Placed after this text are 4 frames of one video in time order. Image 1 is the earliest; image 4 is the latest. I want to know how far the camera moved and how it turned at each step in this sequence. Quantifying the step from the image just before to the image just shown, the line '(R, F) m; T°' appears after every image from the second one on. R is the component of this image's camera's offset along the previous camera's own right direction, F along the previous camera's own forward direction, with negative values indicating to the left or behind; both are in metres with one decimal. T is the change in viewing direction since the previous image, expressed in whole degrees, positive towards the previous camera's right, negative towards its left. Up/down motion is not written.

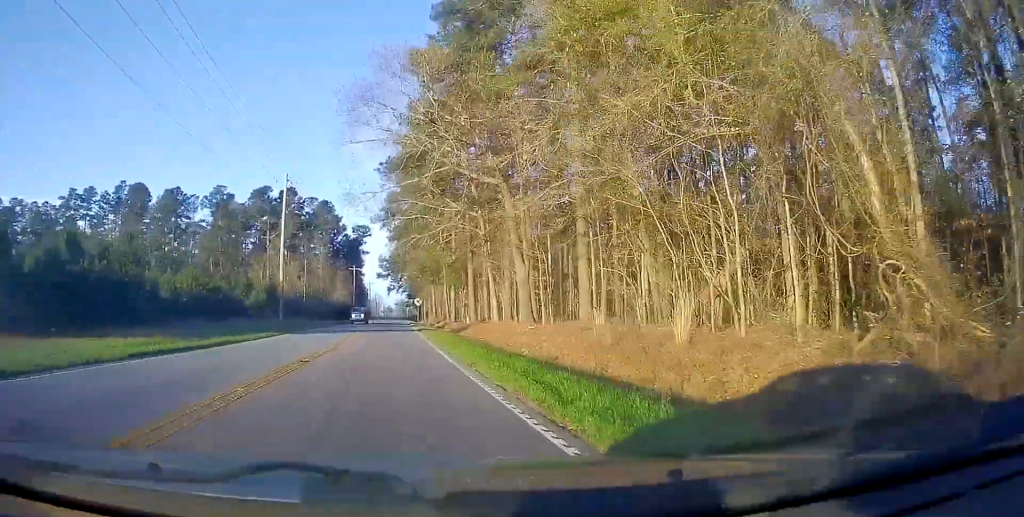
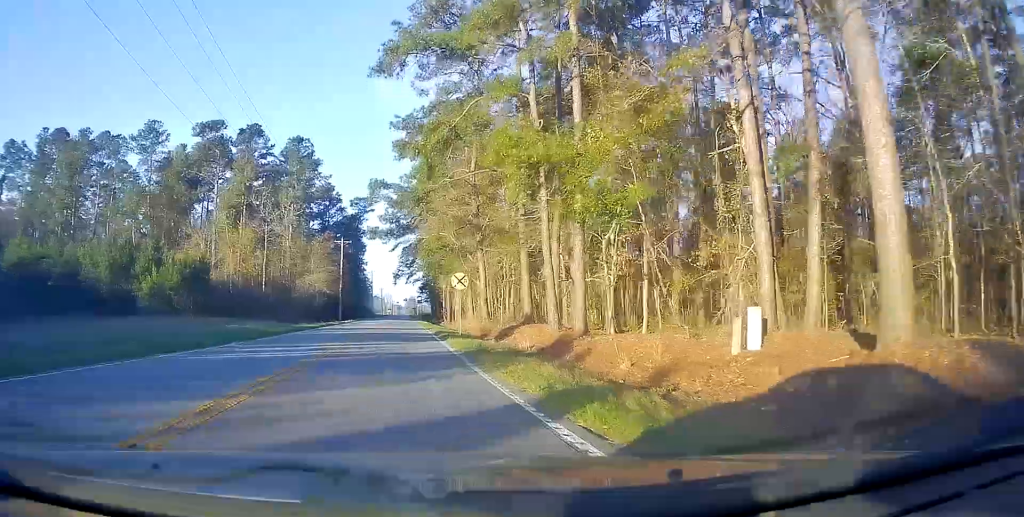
(+0.1, +45.7) m; 0°
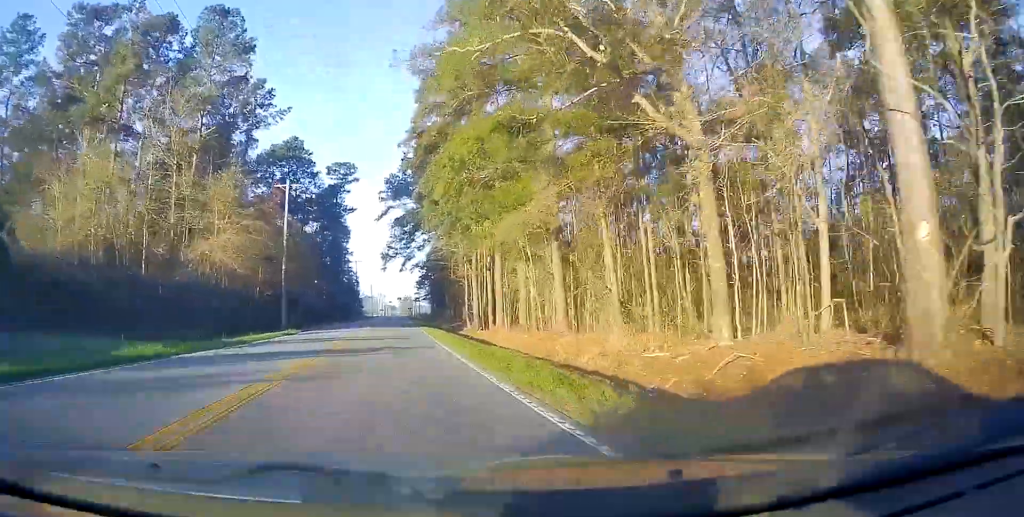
(+0.4, +39.6) m; +1°
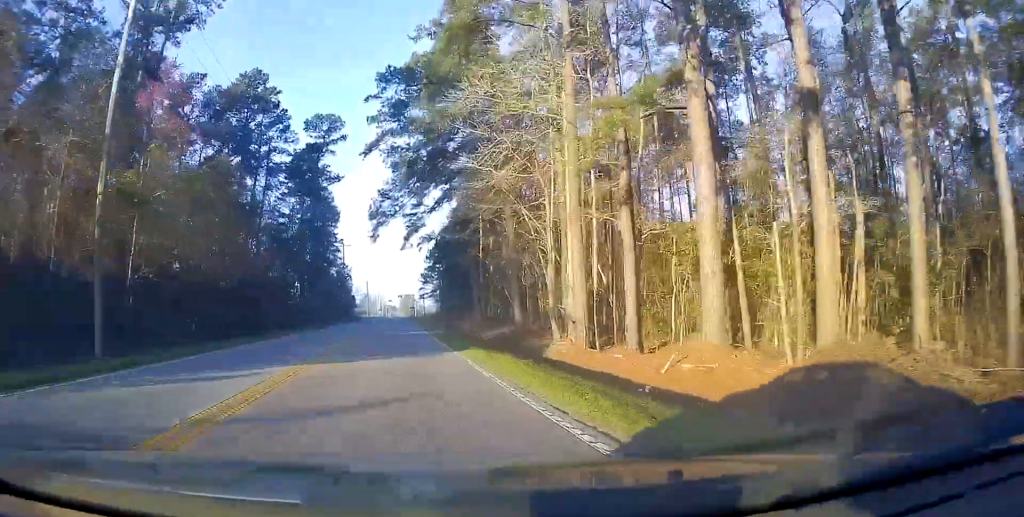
(-0.3, +31.1) m; -1°
